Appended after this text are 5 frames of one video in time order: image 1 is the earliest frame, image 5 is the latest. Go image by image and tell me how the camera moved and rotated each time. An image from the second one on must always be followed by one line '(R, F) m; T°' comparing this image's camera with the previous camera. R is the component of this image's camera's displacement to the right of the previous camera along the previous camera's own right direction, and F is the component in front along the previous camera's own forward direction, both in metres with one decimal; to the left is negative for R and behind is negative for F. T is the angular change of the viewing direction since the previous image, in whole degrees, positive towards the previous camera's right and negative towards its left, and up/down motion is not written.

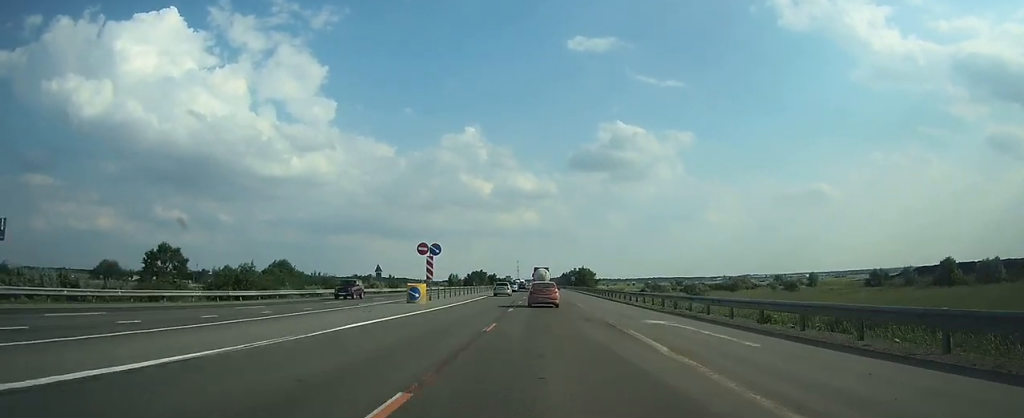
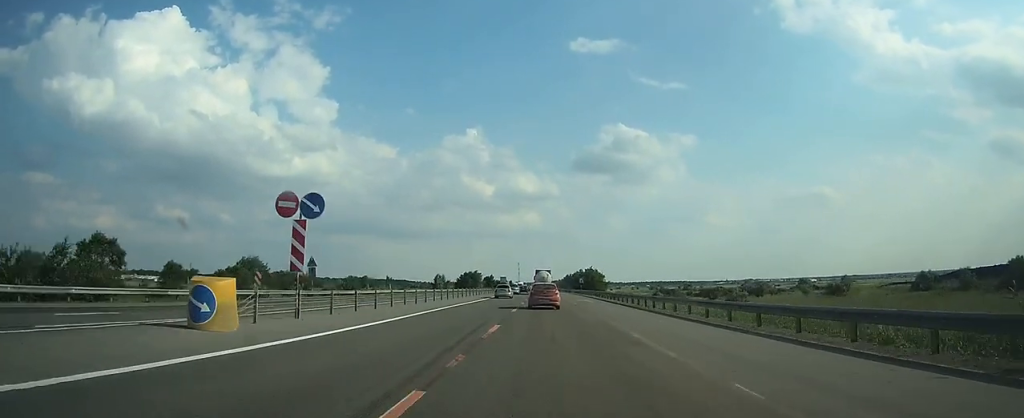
(0.0, +24.0) m; 0°
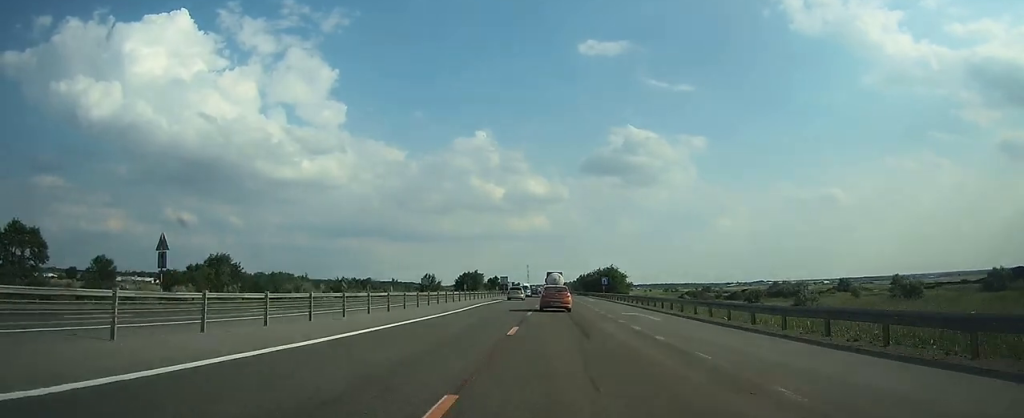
(0.0, +24.6) m; 0°
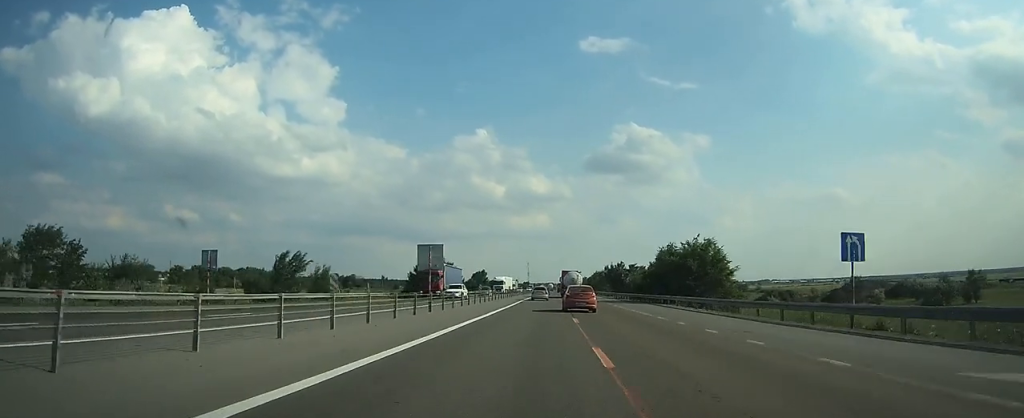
(-0.8, +65.3) m; -2°
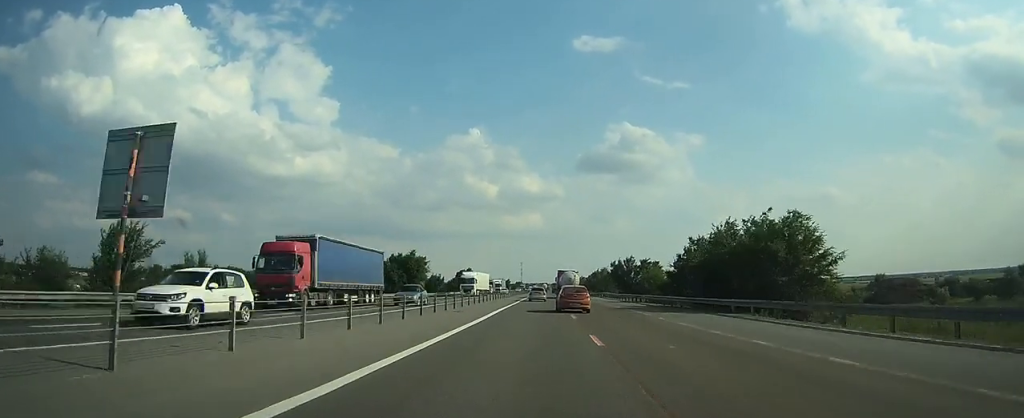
(-0.1, +19.7) m; 0°
